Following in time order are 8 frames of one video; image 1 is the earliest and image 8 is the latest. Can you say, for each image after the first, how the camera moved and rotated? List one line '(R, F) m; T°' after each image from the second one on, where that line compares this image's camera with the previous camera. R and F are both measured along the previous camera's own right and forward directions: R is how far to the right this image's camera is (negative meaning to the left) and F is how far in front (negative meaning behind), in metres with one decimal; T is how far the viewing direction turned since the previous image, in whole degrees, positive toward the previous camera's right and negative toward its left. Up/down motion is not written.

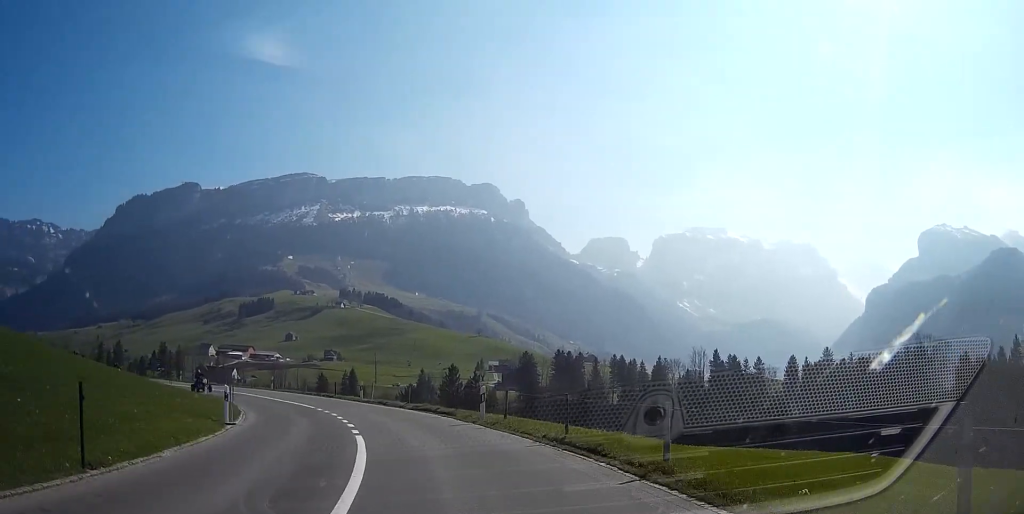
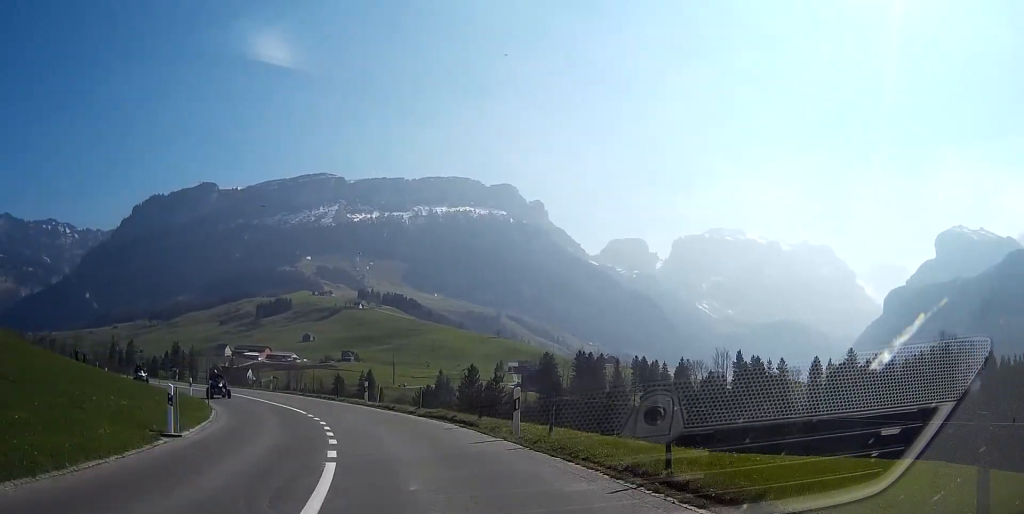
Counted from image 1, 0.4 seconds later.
(-0.2, +5.7) m; -2°
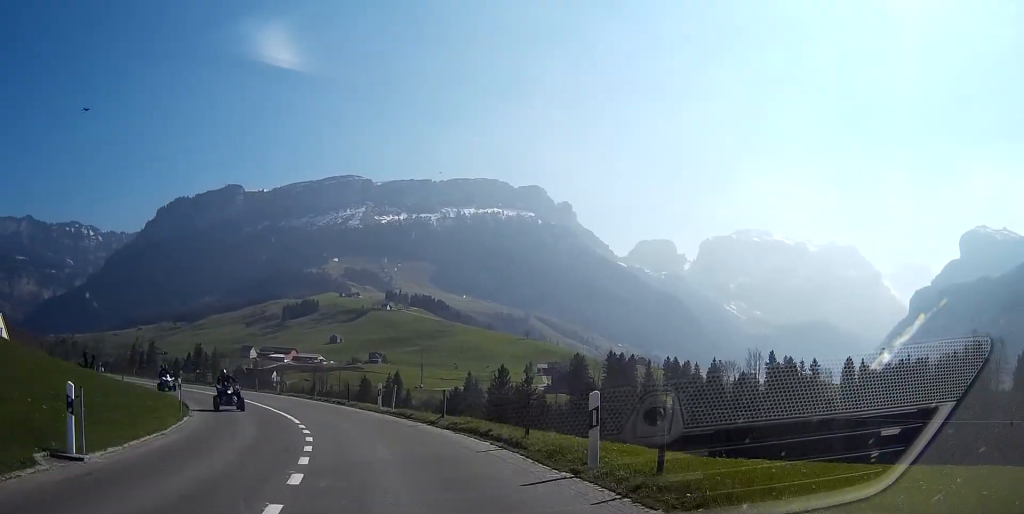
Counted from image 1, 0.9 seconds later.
(0.0, +5.6) m; -3°
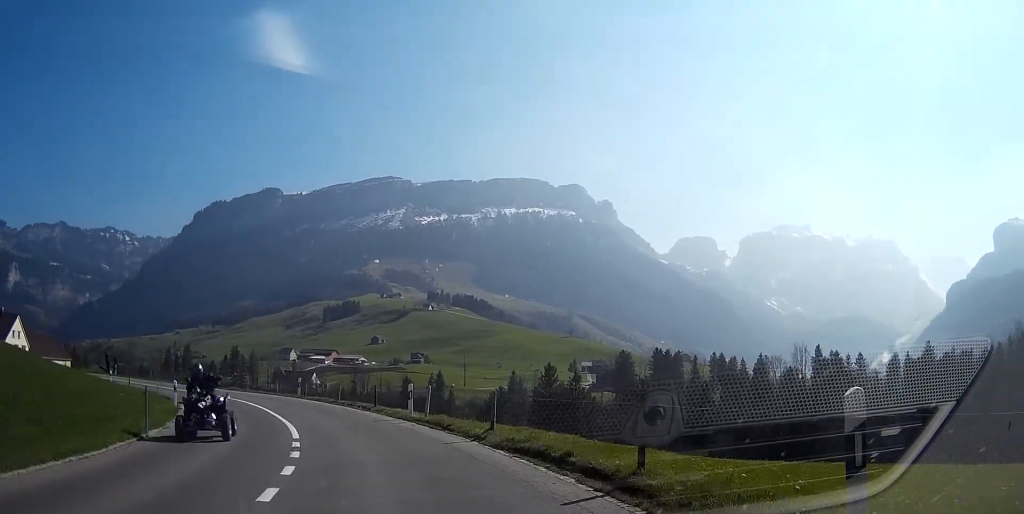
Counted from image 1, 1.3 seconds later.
(-0.2, +5.5) m; -4°
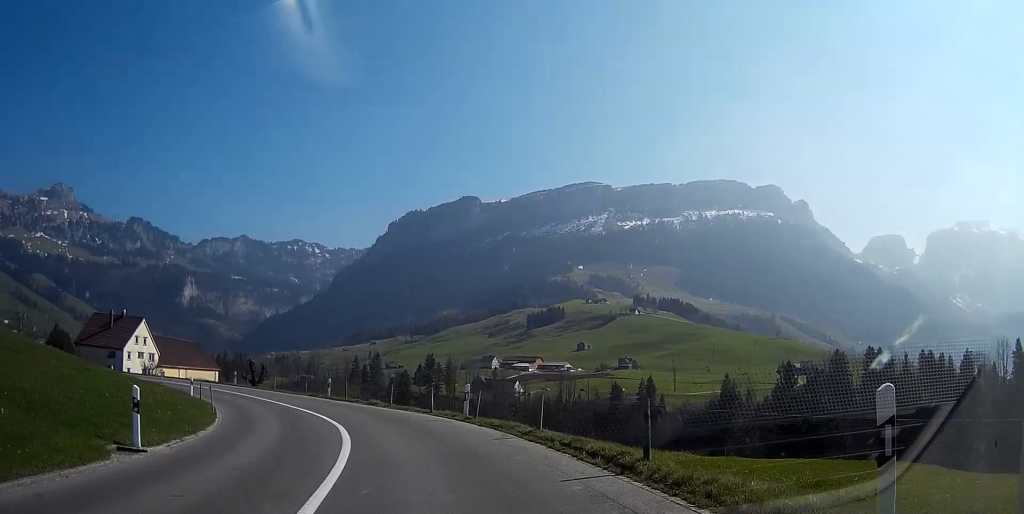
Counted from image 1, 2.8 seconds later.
(-2.3, +17.7) m; -15°
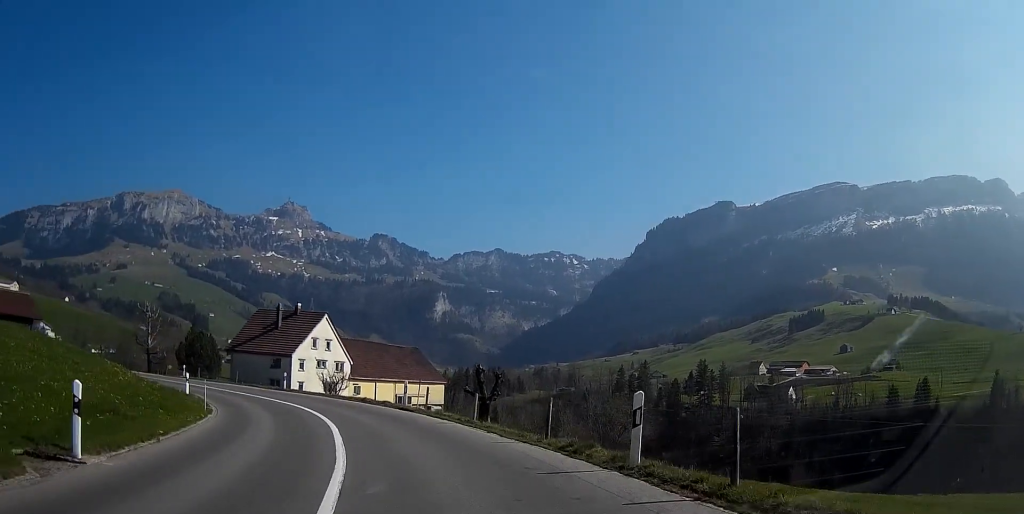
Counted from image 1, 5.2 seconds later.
(-5.2, +28.6) m; -22°
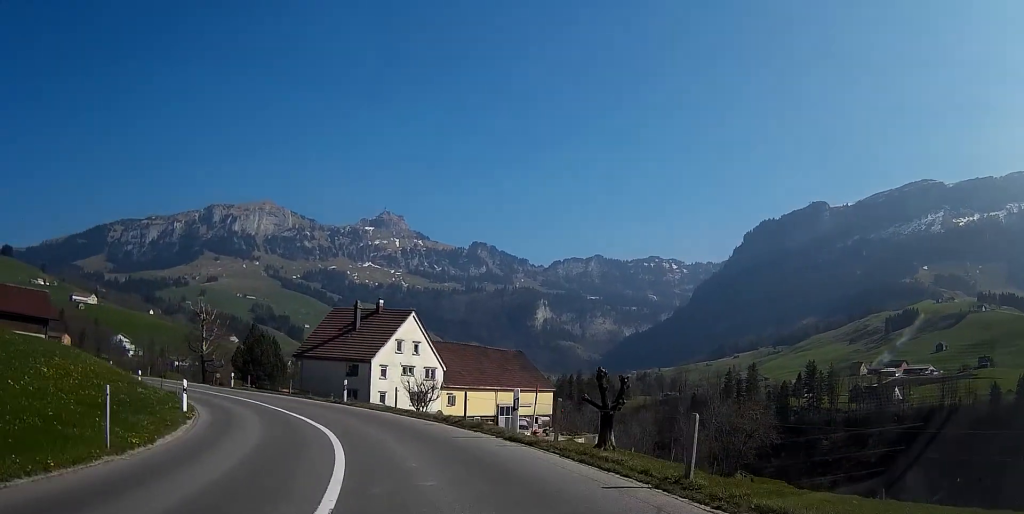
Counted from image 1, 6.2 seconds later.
(-1.2, +11.6) m; -7°
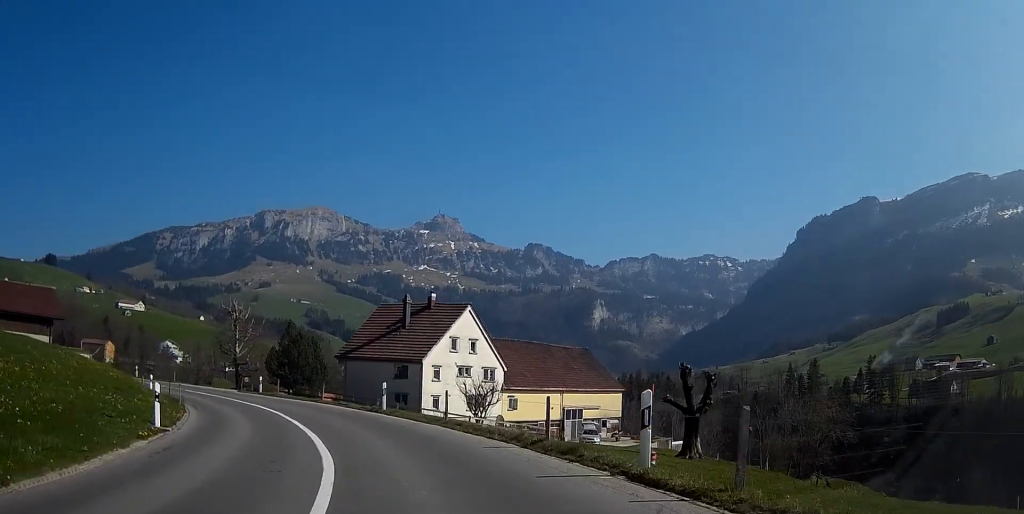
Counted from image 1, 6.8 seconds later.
(+0.1, +6.5) m; -3°
